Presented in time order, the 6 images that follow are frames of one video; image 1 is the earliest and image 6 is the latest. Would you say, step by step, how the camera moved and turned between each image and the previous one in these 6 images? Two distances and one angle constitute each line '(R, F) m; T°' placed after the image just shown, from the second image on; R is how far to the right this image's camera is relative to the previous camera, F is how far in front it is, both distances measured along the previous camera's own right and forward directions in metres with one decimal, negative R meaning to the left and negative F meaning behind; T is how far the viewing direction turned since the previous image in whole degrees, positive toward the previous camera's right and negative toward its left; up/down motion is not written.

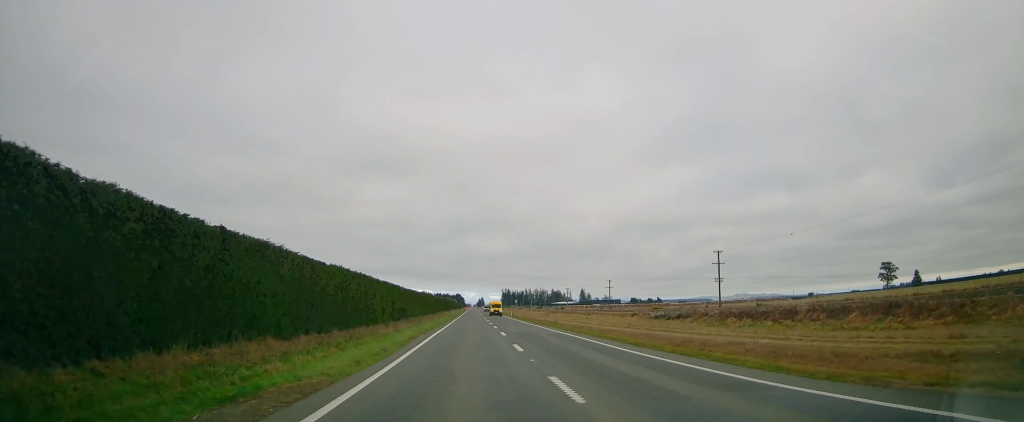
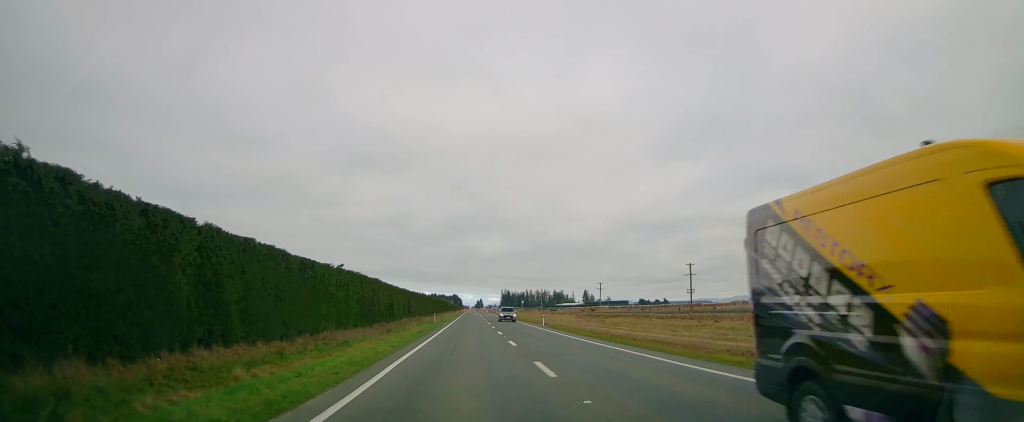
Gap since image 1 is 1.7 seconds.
(-0.2, +46.6) m; 0°
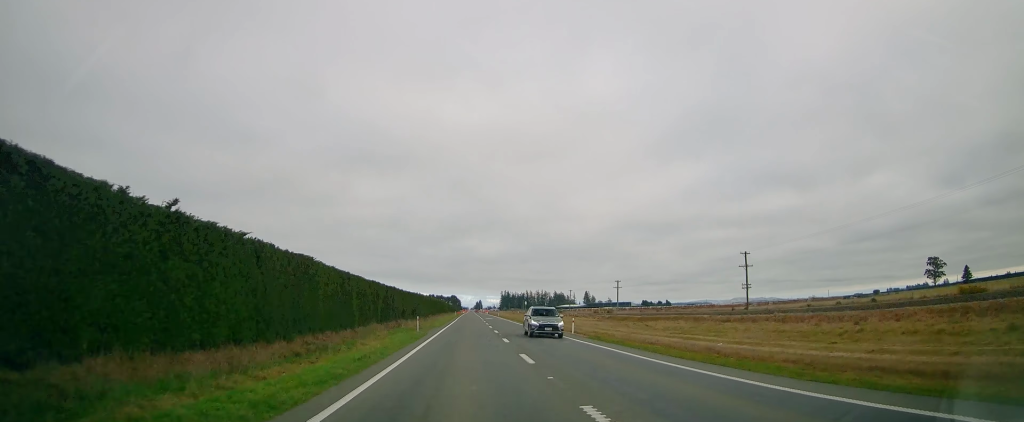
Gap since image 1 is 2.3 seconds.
(0.0, +16.5) m; 0°
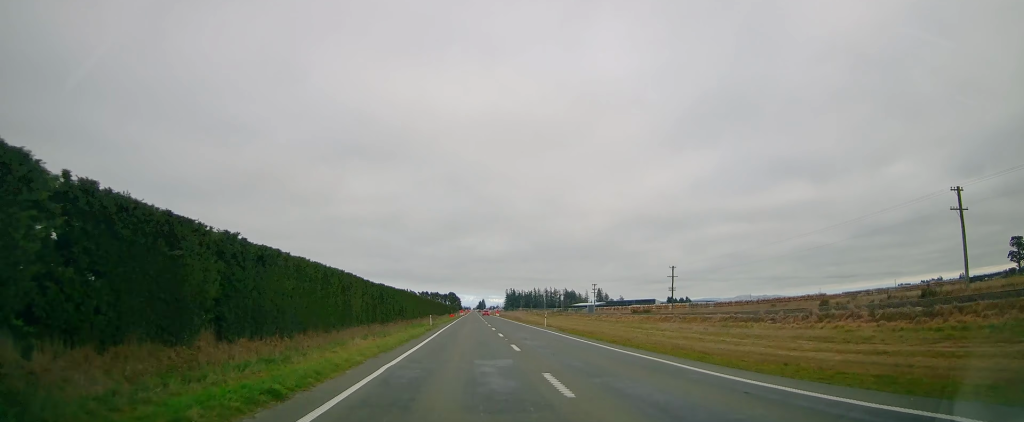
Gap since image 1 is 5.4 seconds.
(-0.3, +85.8) m; 0°
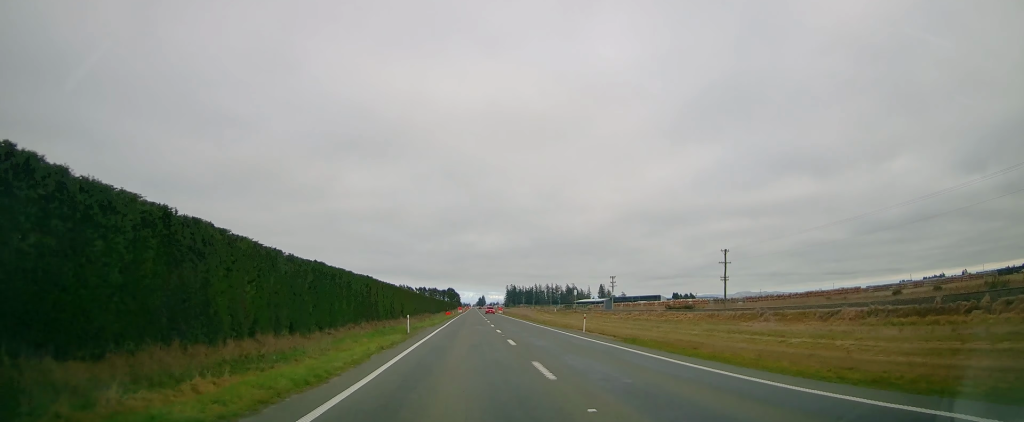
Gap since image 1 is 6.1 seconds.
(+0.4, +18.2) m; 0°
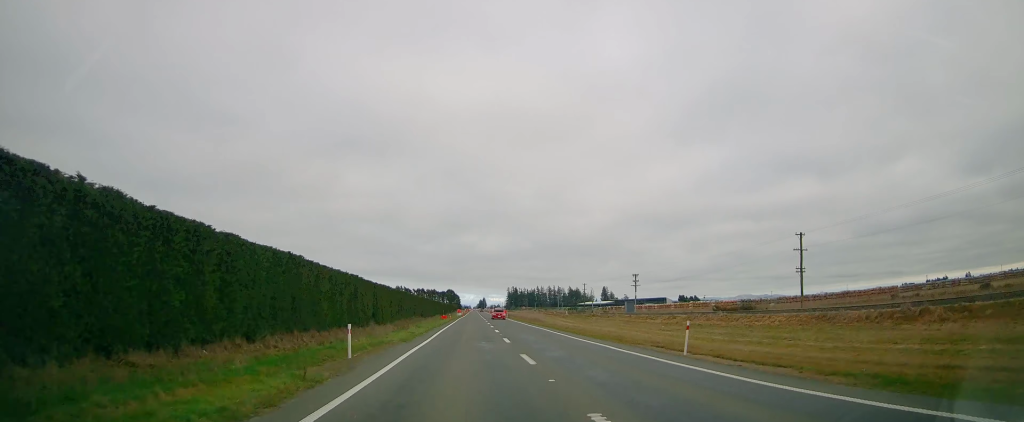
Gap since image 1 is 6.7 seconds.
(-0.3, +16.2) m; -1°
